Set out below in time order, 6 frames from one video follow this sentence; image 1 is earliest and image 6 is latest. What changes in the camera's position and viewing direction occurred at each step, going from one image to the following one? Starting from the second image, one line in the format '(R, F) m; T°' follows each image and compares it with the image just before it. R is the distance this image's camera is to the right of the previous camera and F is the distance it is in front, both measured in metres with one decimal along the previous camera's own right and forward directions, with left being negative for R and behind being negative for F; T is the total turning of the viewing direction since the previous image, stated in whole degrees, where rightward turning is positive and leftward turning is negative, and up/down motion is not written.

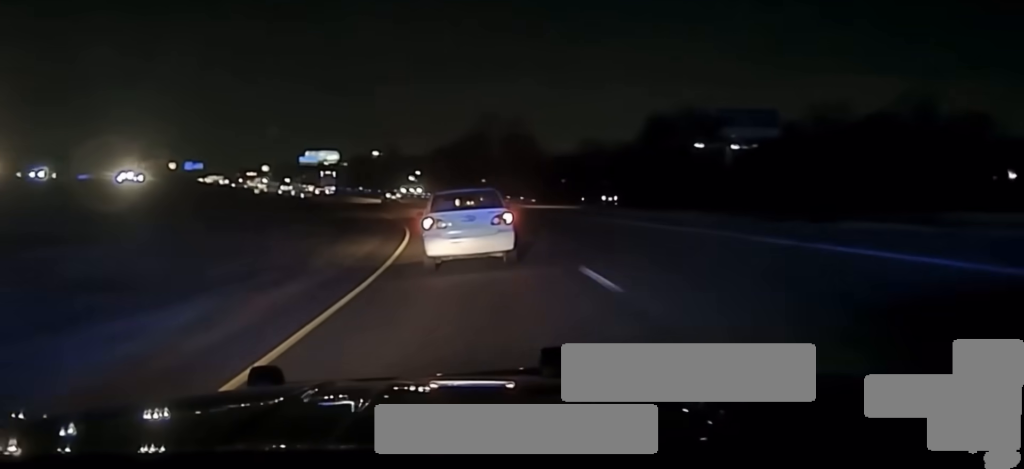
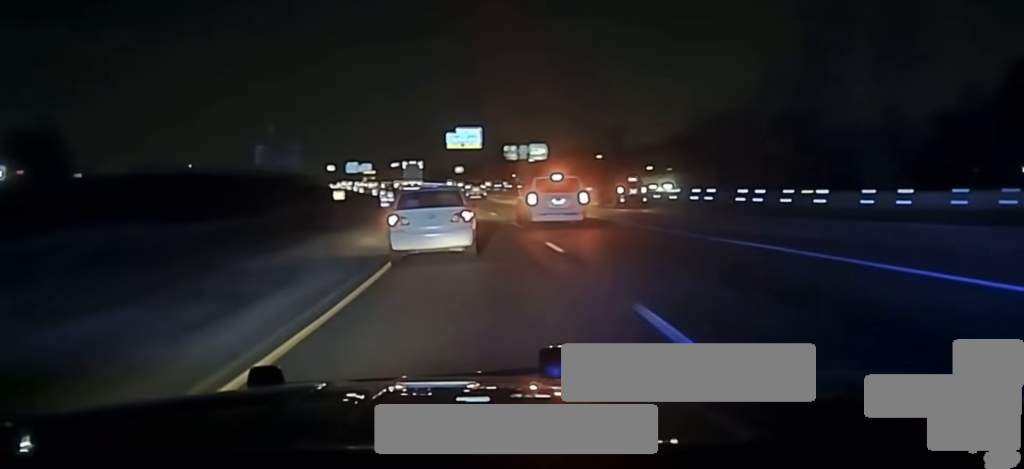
(-10.8, +88.7) m; -14°
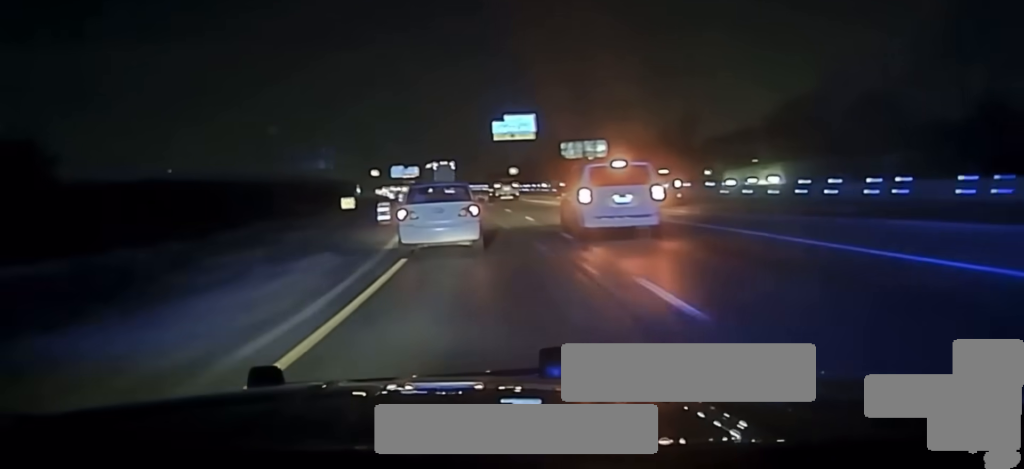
(-1.3, +22.3) m; -4°
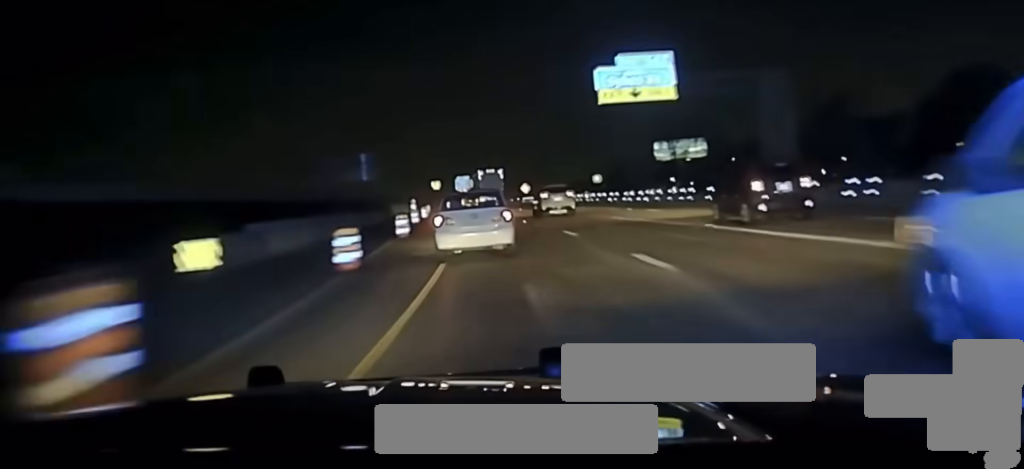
(-2.4, +43.1) m; -6°
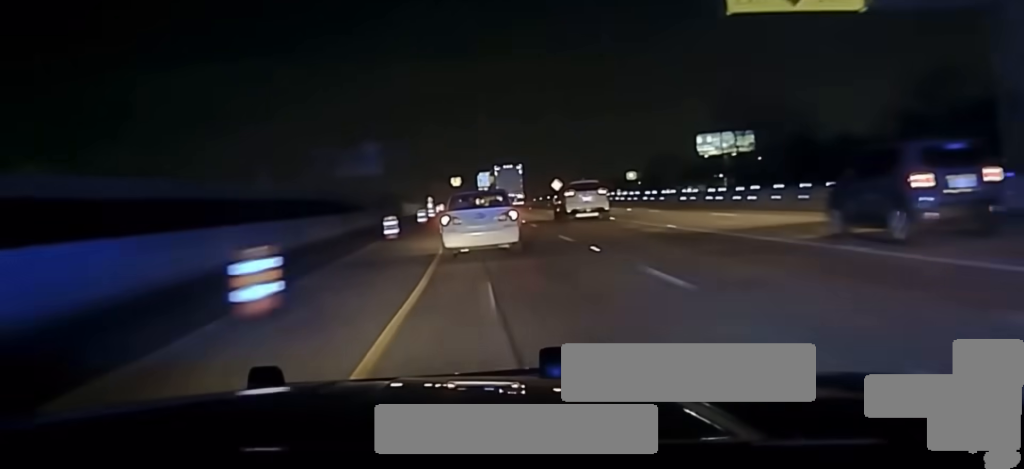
(-0.6, +23.9) m; -2°
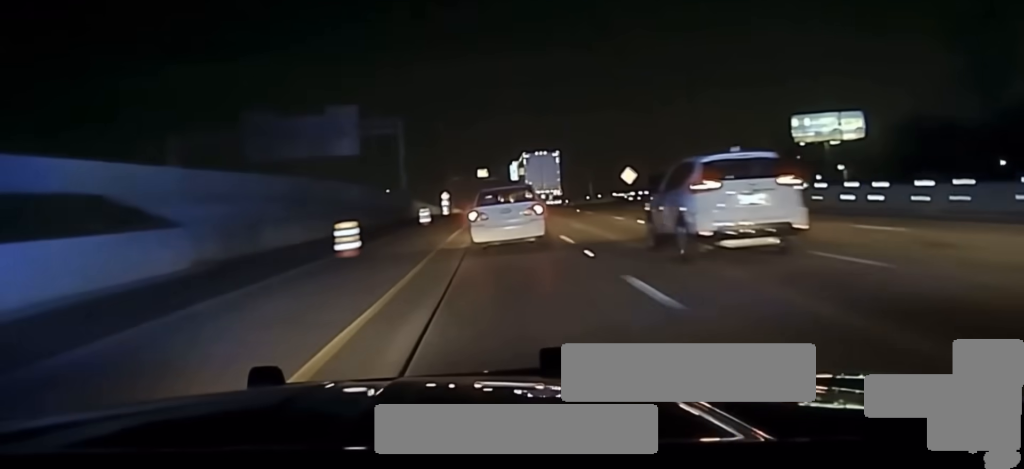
(-1.6, +49.2) m; -3°
